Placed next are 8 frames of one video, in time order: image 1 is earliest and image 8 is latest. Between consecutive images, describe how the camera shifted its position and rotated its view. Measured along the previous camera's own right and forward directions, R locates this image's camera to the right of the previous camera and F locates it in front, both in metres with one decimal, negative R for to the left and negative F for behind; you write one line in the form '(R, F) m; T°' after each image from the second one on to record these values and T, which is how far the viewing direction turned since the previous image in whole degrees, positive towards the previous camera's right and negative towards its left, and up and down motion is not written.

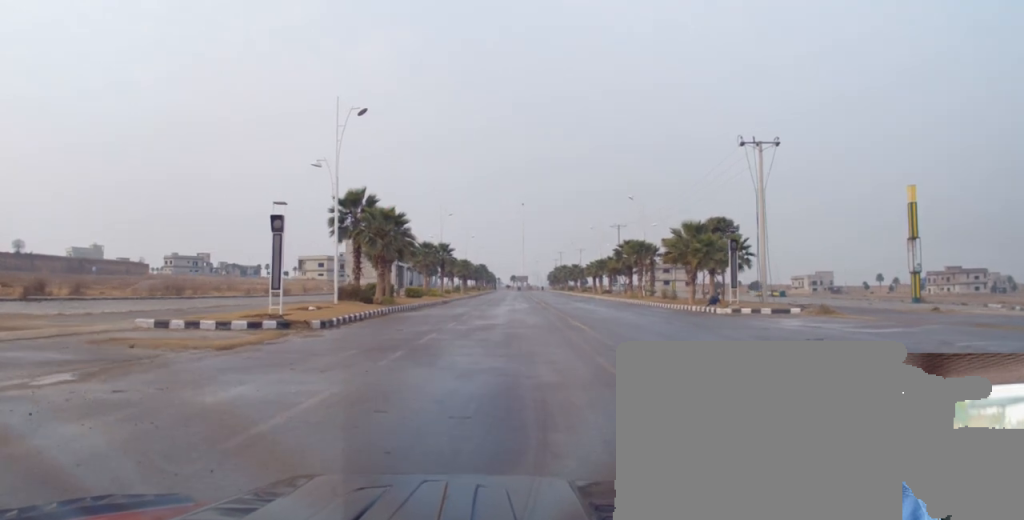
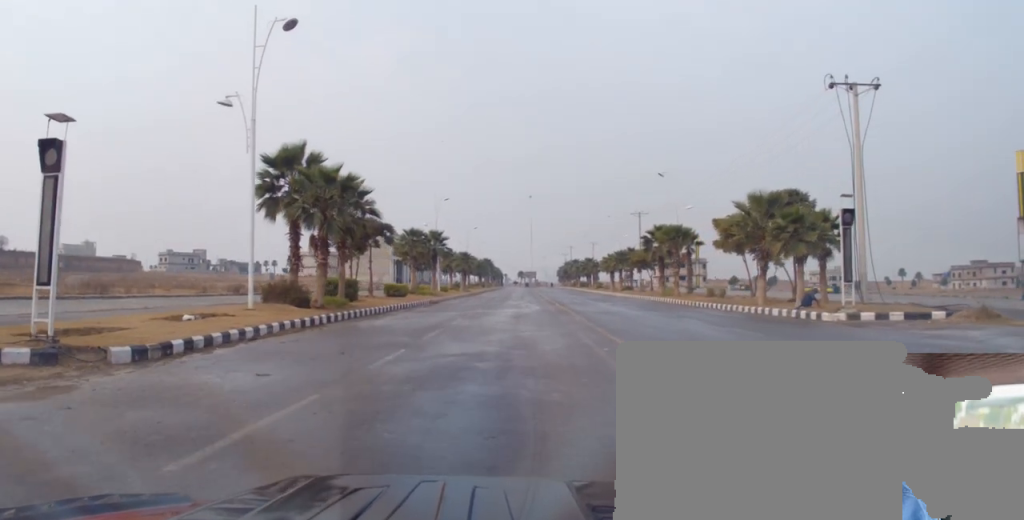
(0.0, +12.4) m; 0°
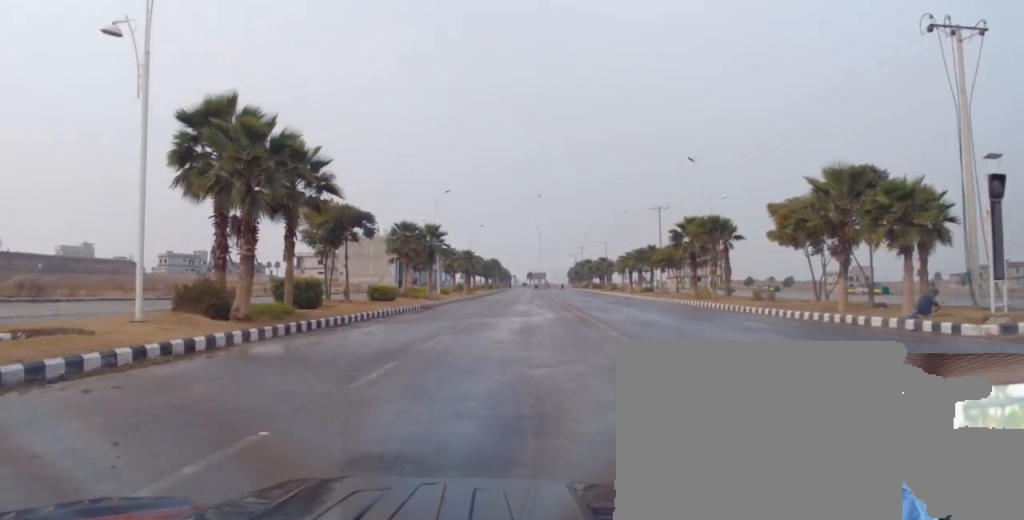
(0.0, +7.9) m; 0°
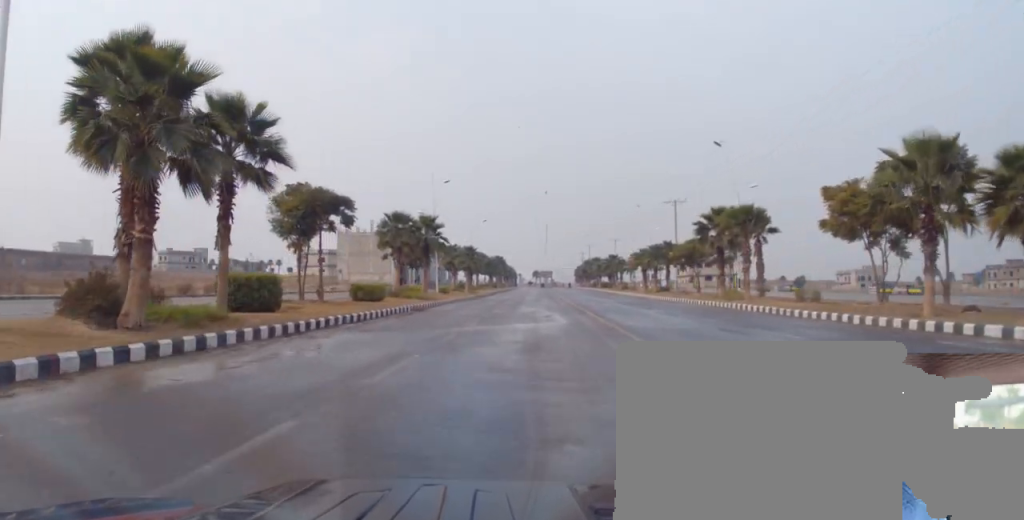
(0.0, +5.6) m; 0°
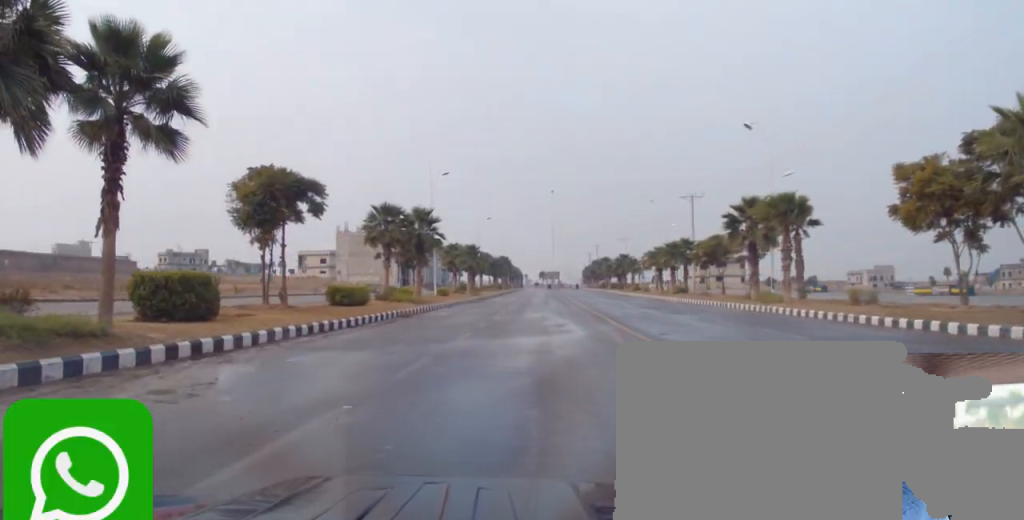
(0.0, +5.3) m; +1°
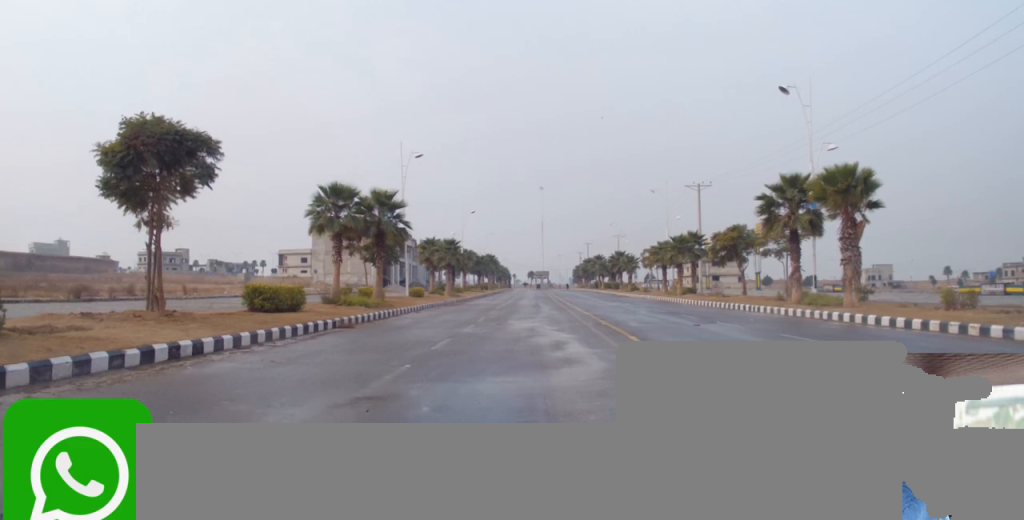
(+0.1, +7.9) m; +1°
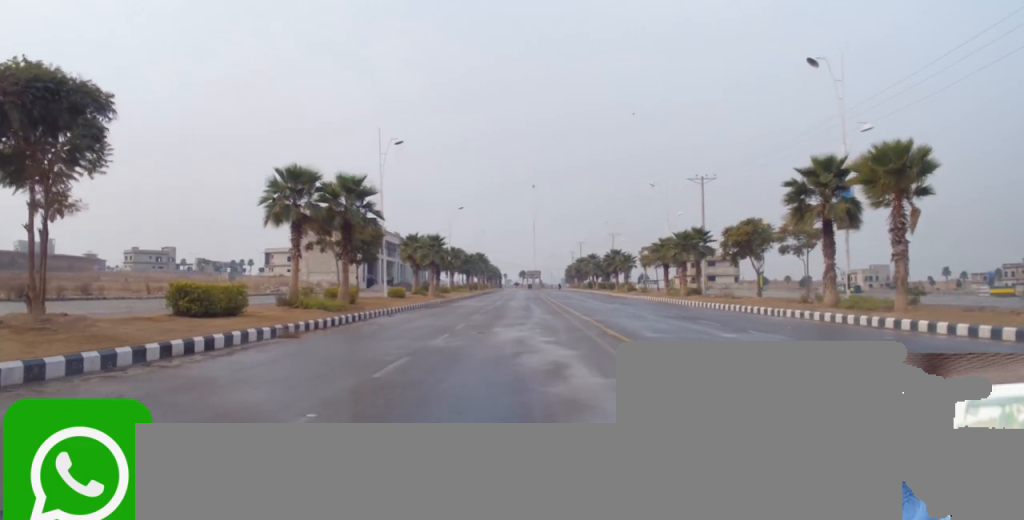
(0.0, +4.7) m; 0°
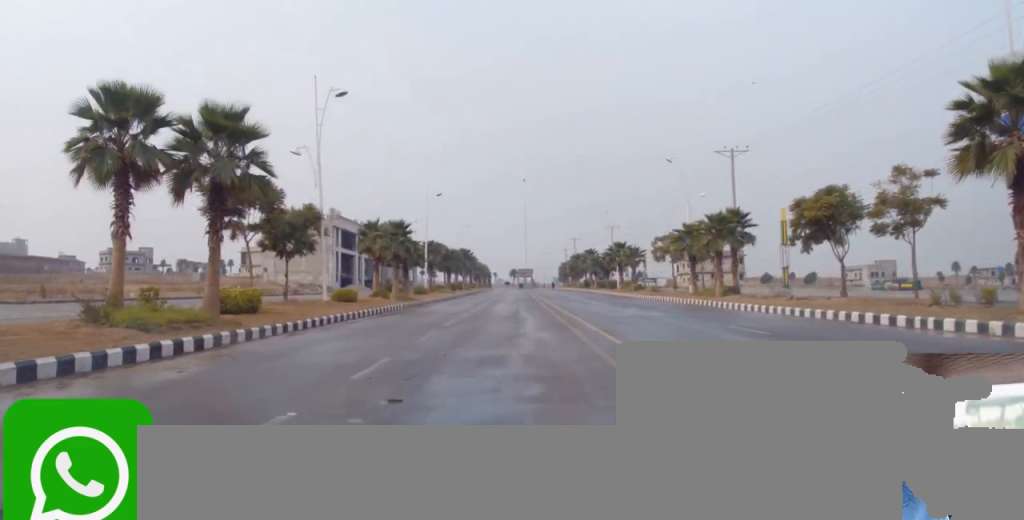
(-0.2, +11.6) m; -2°
